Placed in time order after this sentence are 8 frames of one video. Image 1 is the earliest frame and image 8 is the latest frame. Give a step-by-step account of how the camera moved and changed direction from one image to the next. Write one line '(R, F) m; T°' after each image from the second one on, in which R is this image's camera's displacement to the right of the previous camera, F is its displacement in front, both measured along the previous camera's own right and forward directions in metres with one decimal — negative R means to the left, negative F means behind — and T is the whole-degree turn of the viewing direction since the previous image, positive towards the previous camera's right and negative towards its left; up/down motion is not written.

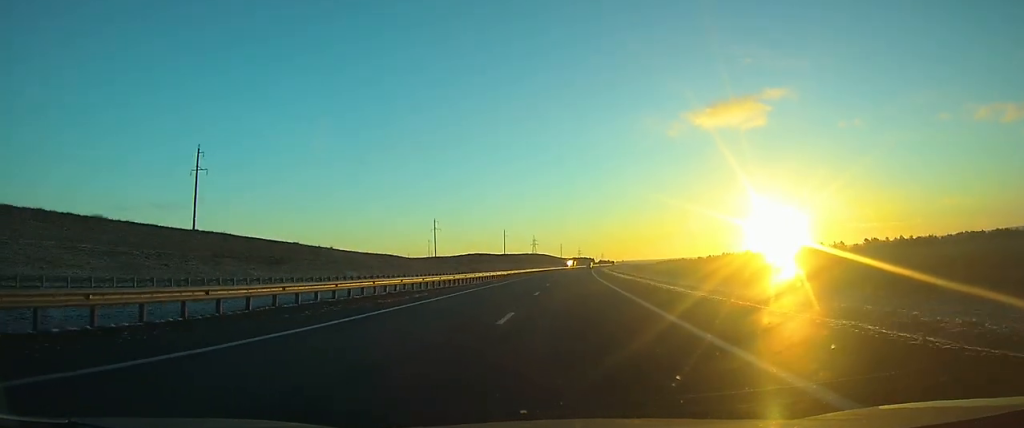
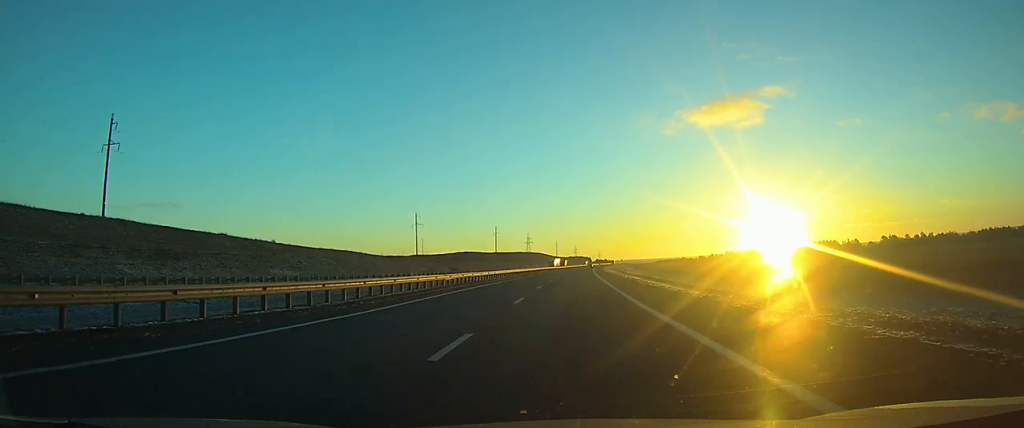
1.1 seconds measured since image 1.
(0.0, +27.8) m; 0°
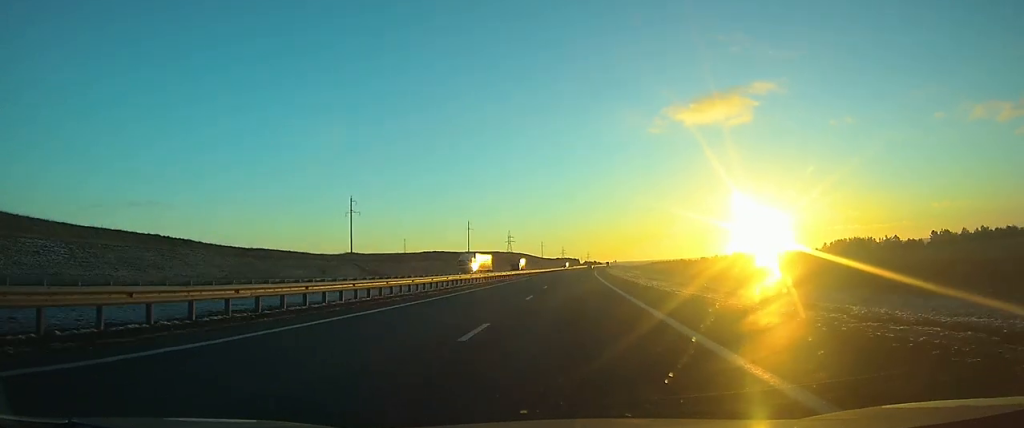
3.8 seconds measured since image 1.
(+0.3, +70.5) m; +1°
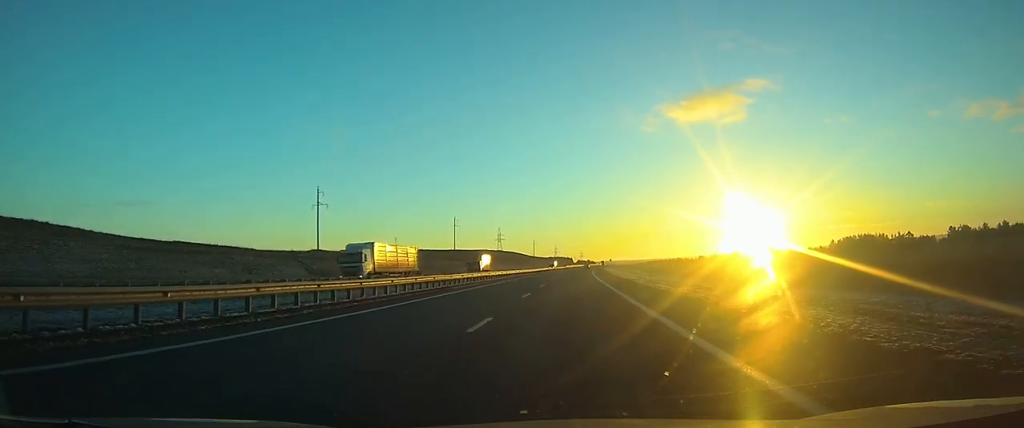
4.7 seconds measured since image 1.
(+0.3, +23.9) m; 0°
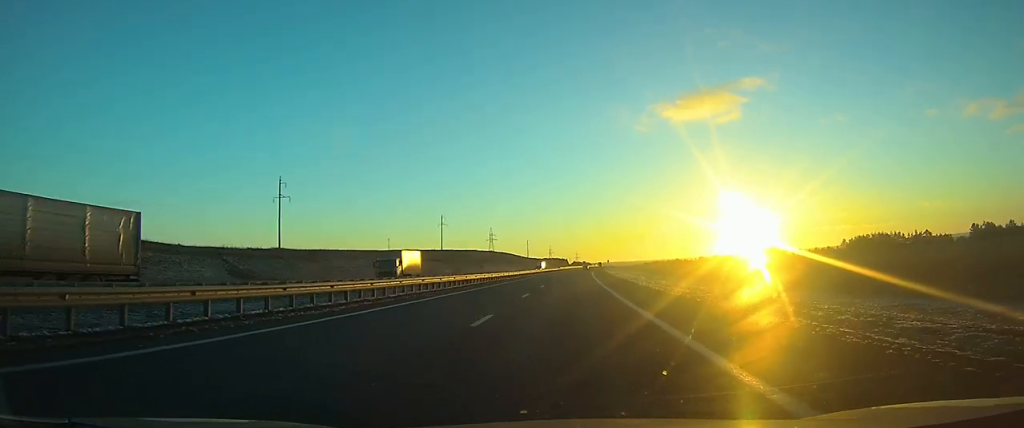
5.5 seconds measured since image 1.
(+0.1, +23.9) m; 0°
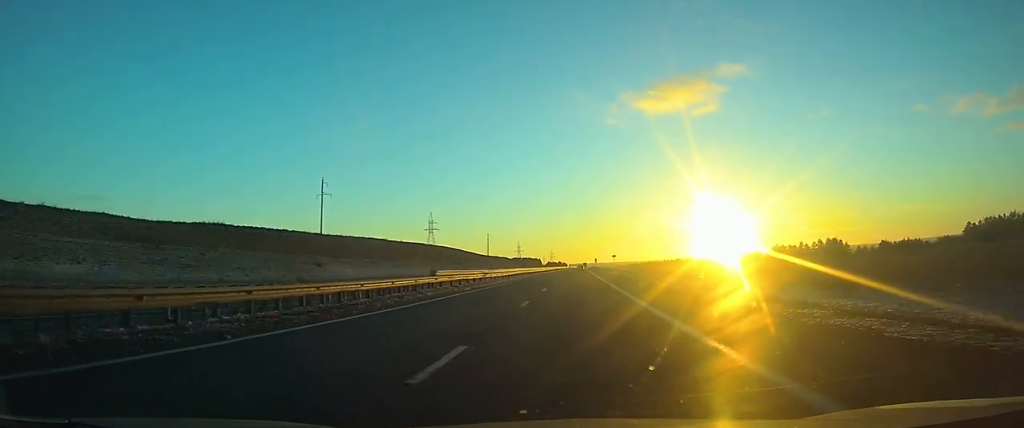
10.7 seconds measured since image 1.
(+2.5, +141.7) m; +2°
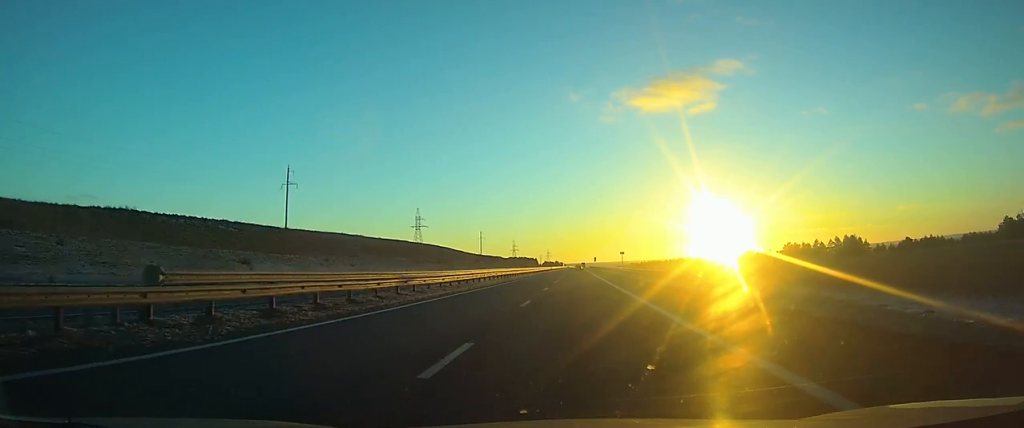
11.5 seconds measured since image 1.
(+0.1, +24.0) m; 0°
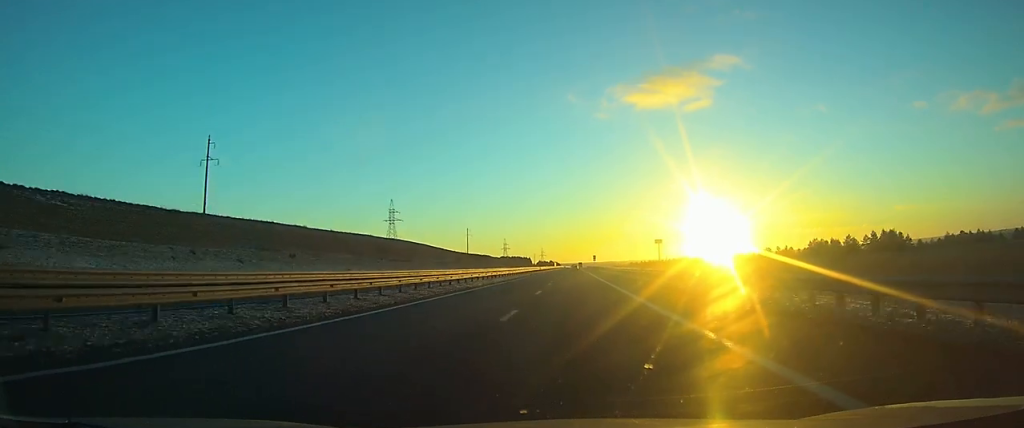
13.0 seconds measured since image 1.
(+0.2, +40.5) m; 0°
